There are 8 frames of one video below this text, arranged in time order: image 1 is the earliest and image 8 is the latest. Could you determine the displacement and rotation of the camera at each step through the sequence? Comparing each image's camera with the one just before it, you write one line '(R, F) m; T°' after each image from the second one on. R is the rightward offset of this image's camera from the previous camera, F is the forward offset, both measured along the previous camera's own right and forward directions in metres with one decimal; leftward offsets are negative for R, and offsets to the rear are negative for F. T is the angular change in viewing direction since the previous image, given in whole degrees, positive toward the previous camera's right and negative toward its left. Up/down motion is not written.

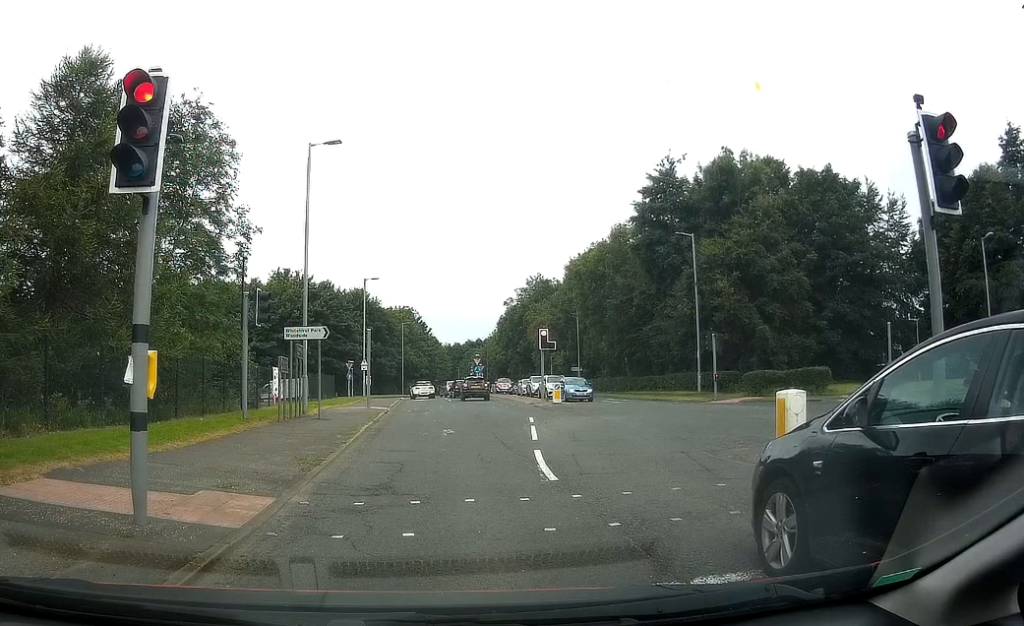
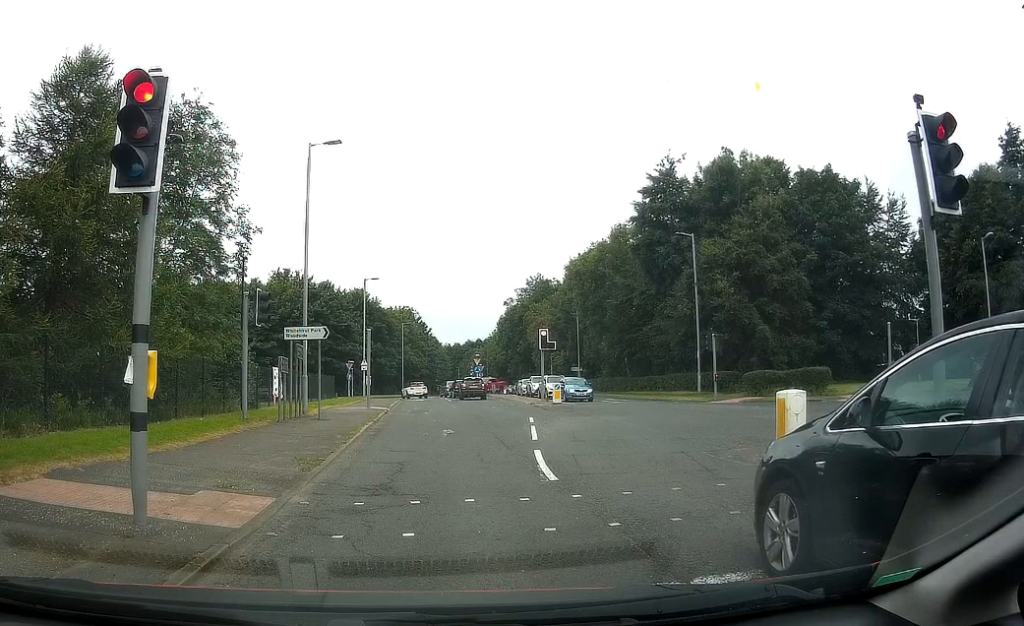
(0.0, 0.0) m; 0°
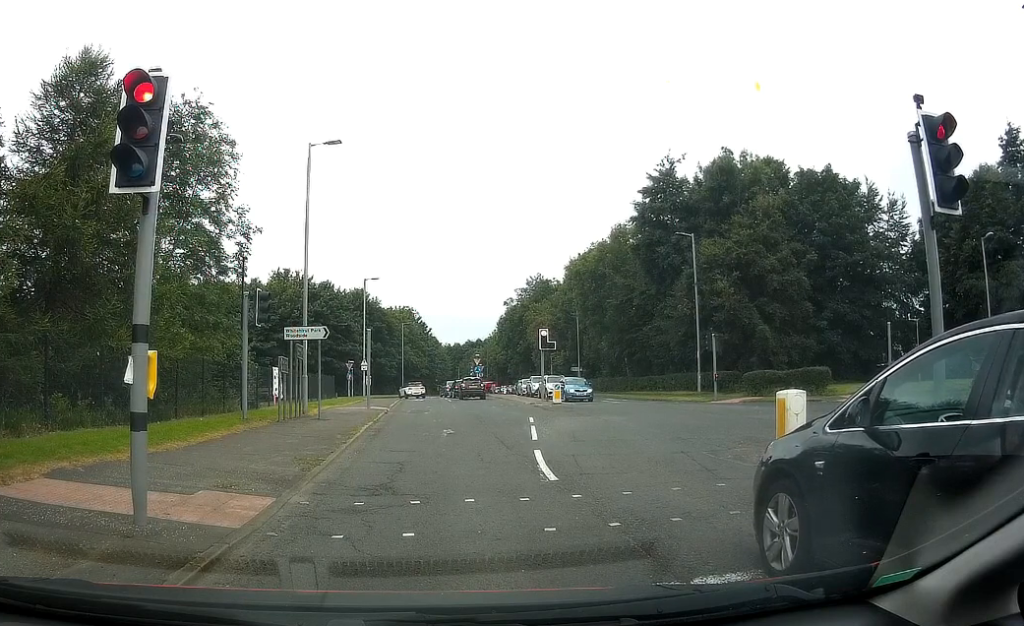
(0.0, 0.0) m; 0°
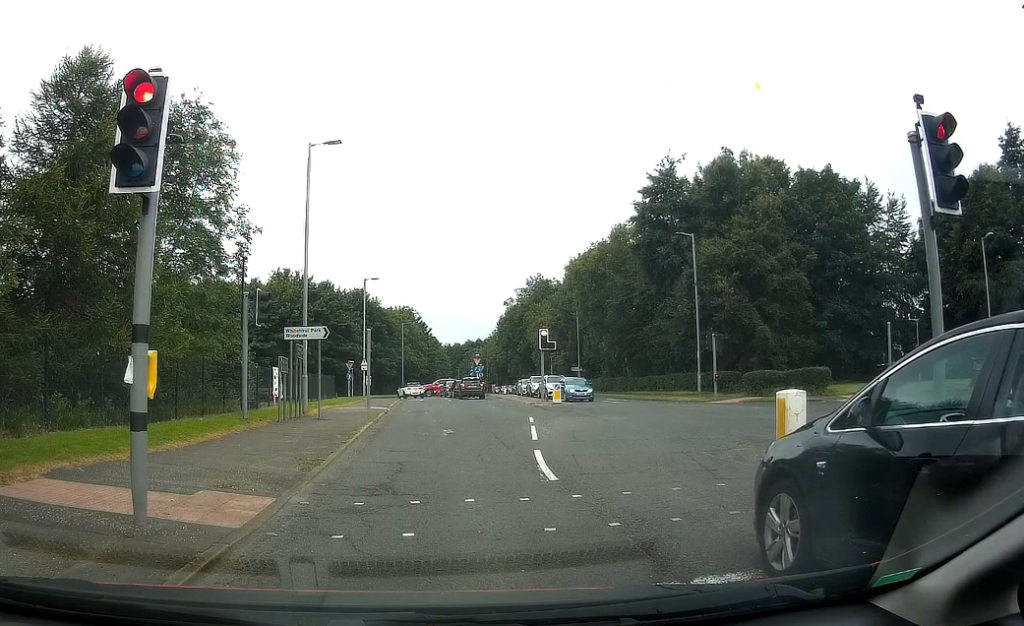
(0.0, 0.0) m; 0°
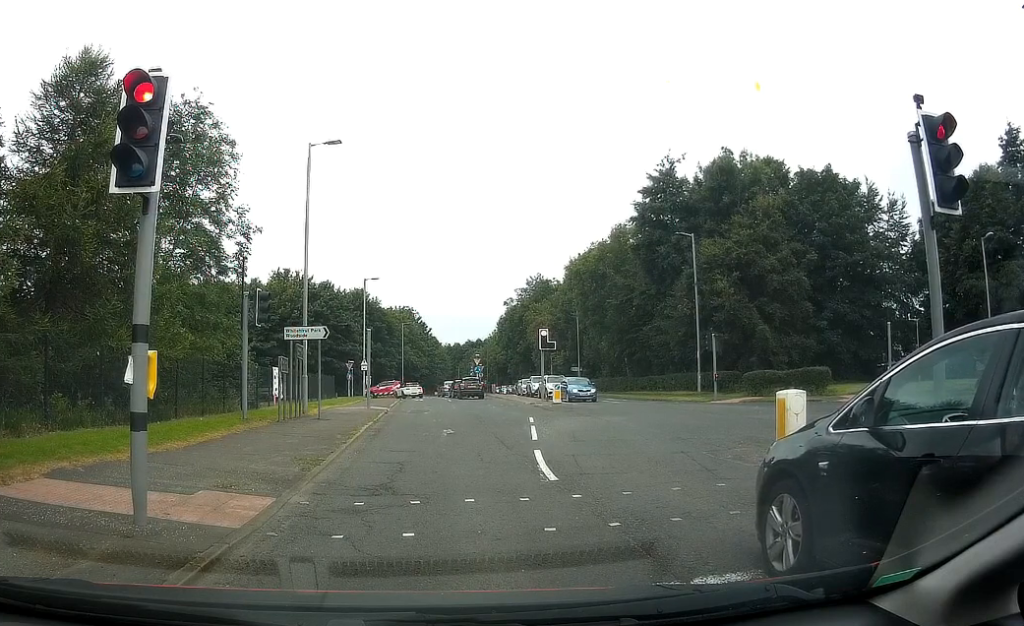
(0.0, +0.2) m; 0°
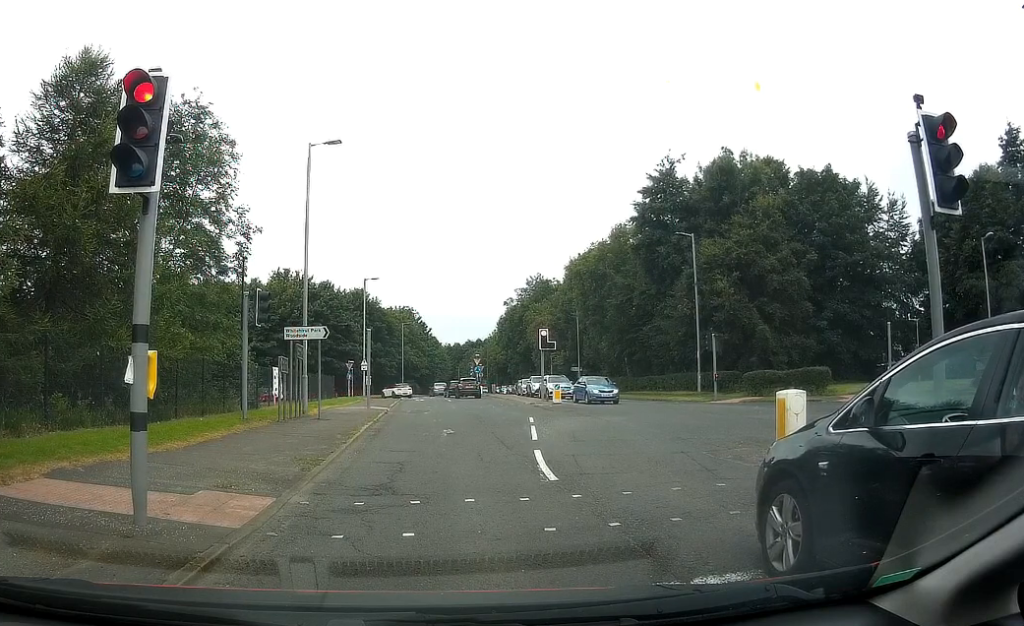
(0.0, +0.3) m; 0°
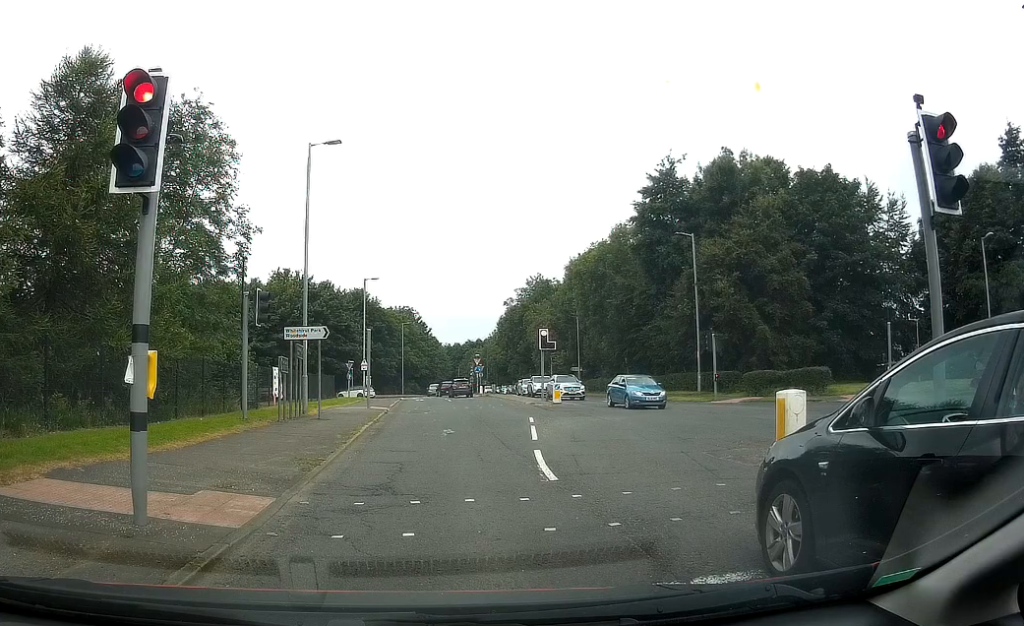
(0.0, +0.2) m; 0°
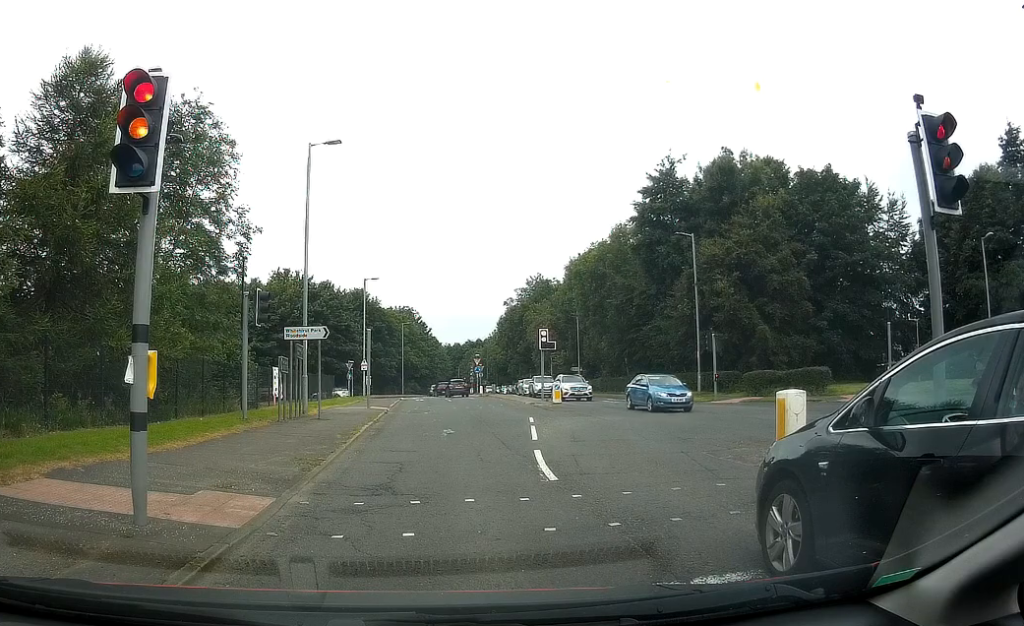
(0.0, 0.0) m; 0°
